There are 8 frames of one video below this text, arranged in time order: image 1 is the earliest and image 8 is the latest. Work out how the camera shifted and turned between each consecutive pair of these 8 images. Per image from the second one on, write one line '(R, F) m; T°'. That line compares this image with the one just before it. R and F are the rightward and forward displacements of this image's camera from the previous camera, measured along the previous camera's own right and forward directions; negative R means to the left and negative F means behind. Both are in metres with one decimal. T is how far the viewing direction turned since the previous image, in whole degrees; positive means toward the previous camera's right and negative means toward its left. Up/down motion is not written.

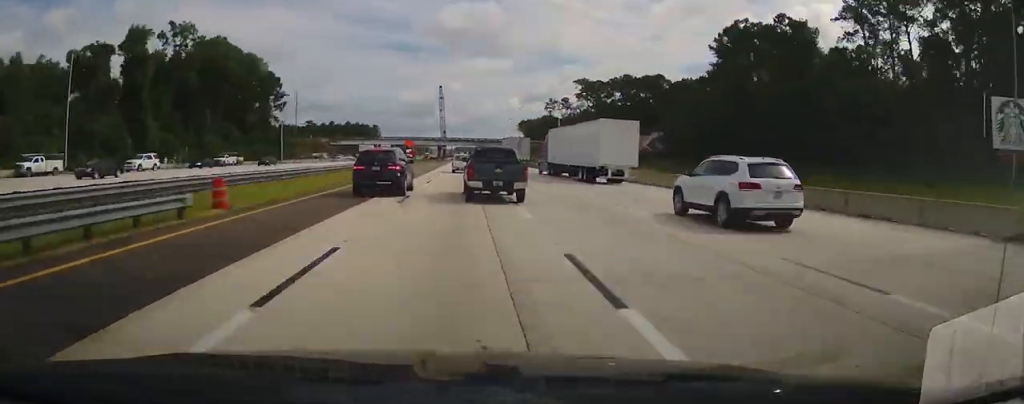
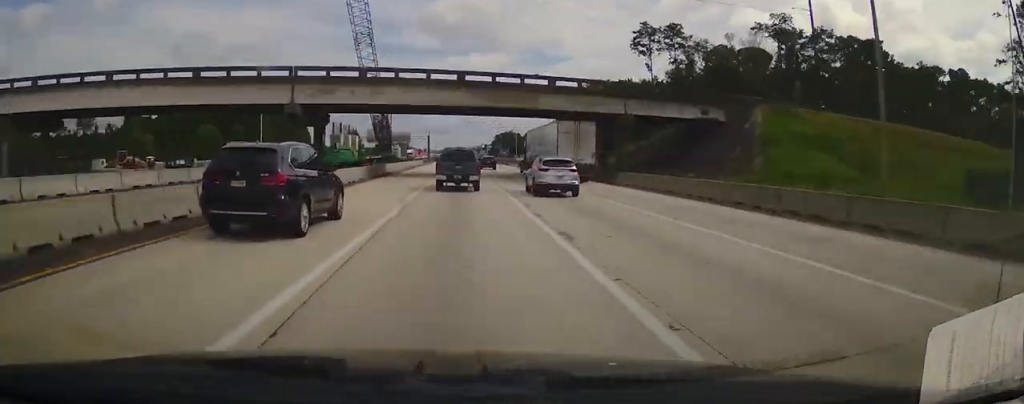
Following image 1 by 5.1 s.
(+1.0, +156.3) m; 0°
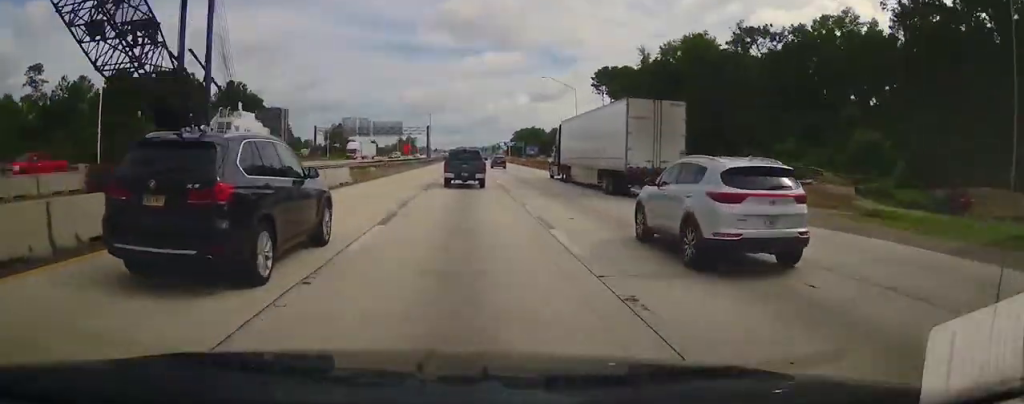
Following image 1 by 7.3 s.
(+0.1, +69.6) m; 0°
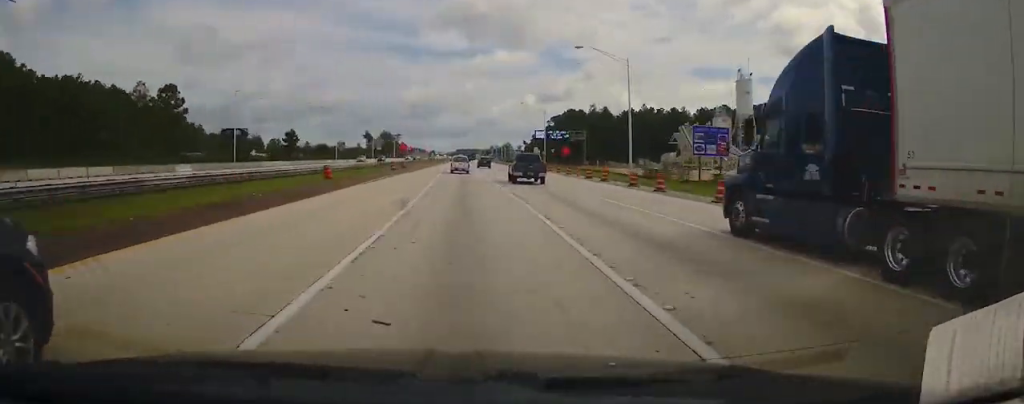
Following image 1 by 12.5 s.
(-1.4, +163.8) m; -1°
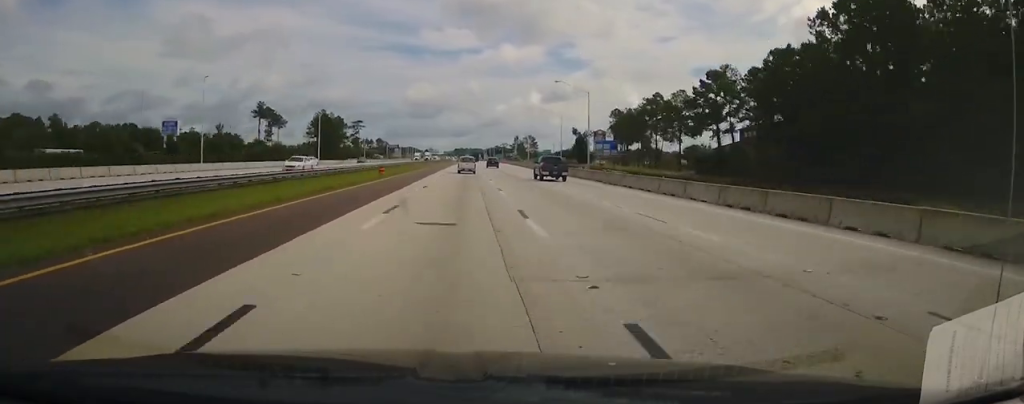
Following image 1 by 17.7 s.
(-0.9, +161.4) m; 0°
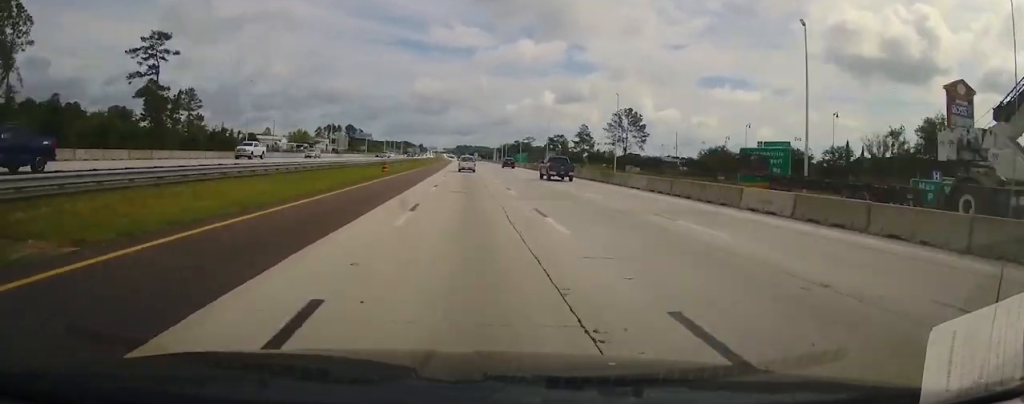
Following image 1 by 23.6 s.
(-0.1, +203.5) m; 0°
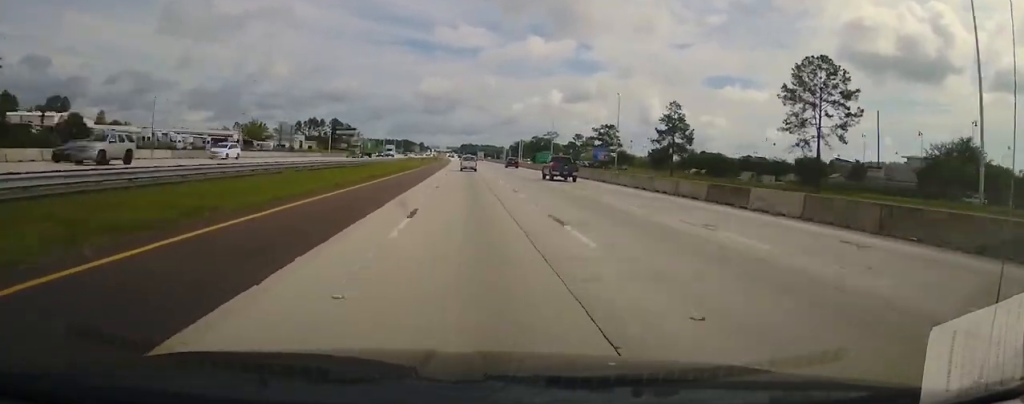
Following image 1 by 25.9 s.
(+0.3, +76.4) m; -1°
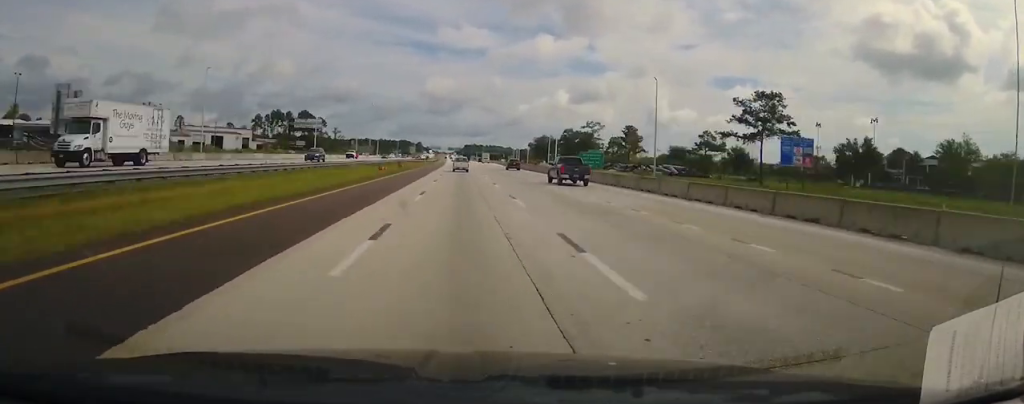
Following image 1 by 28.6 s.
(-1.0, +89.8) m; -1°
